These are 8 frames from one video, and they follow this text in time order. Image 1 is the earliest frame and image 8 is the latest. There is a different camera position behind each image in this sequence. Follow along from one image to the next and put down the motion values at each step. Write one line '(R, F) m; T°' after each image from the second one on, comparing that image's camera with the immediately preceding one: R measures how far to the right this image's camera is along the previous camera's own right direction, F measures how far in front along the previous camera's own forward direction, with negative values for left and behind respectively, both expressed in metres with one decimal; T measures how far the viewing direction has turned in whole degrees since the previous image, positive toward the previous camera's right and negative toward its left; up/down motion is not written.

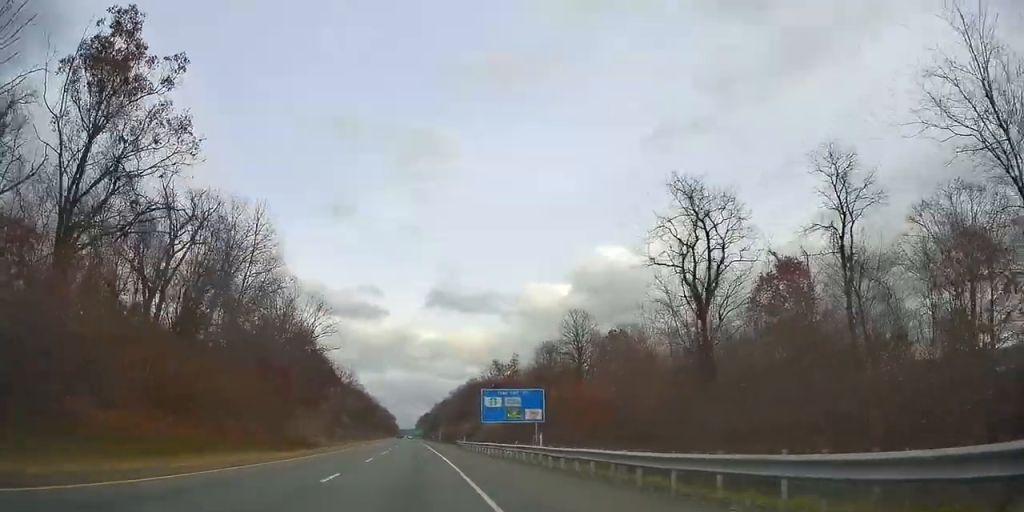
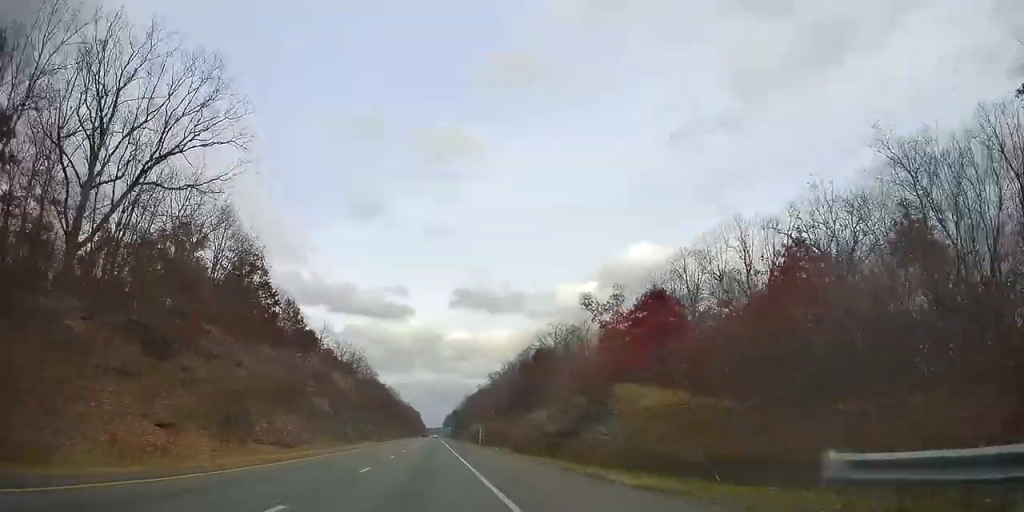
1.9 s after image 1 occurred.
(-0.6, +57.5) m; -2°
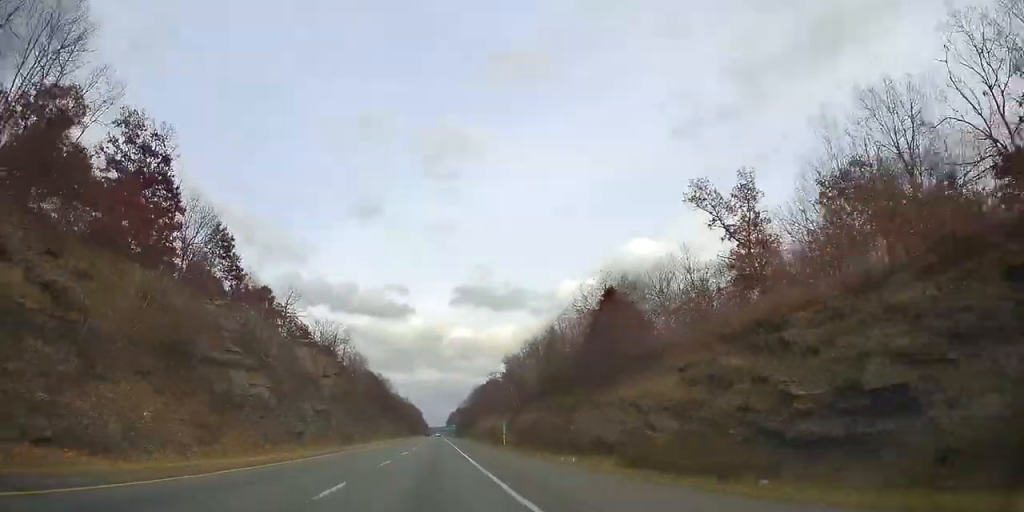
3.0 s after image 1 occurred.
(-0.4, +32.2) m; -2°
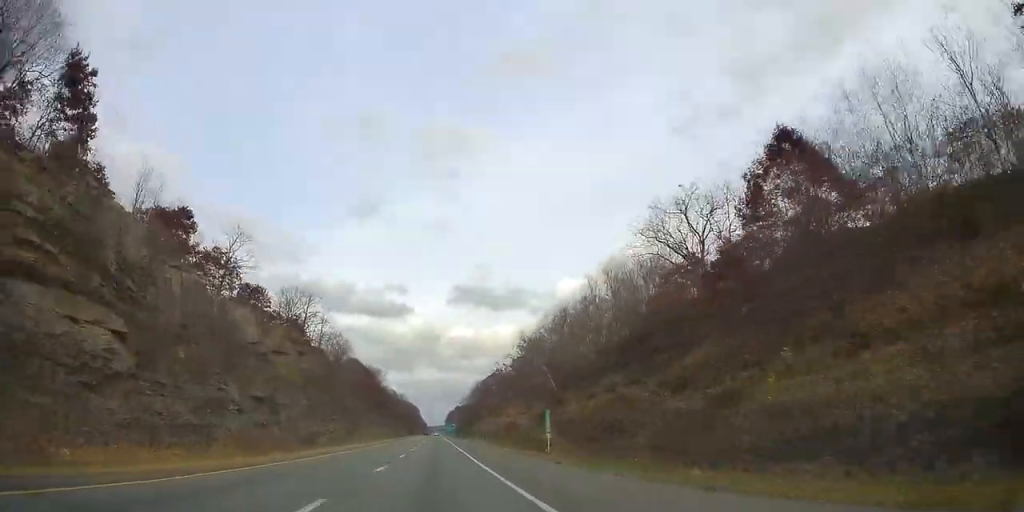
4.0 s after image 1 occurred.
(-0.4, +28.1) m; -1°
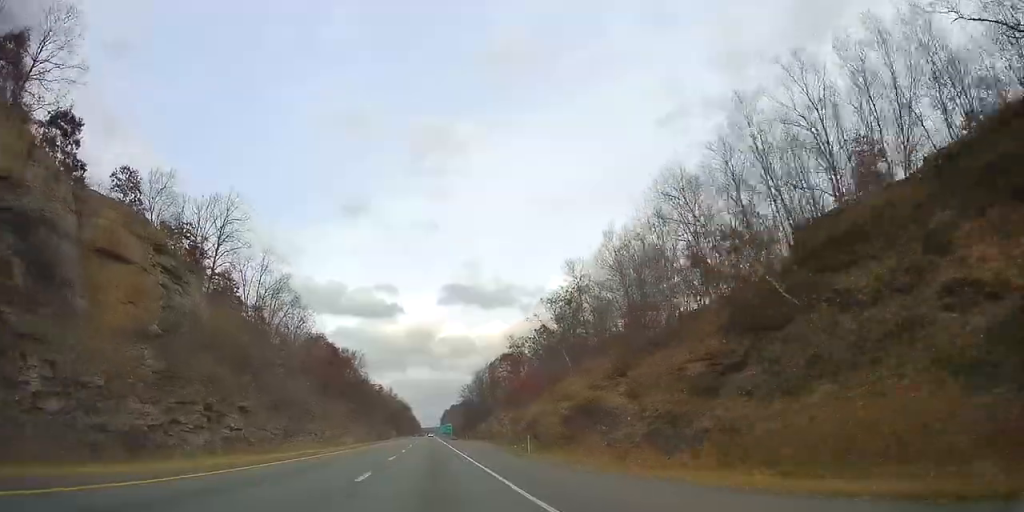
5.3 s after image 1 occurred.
(-0.3, +41.2) m; 0°
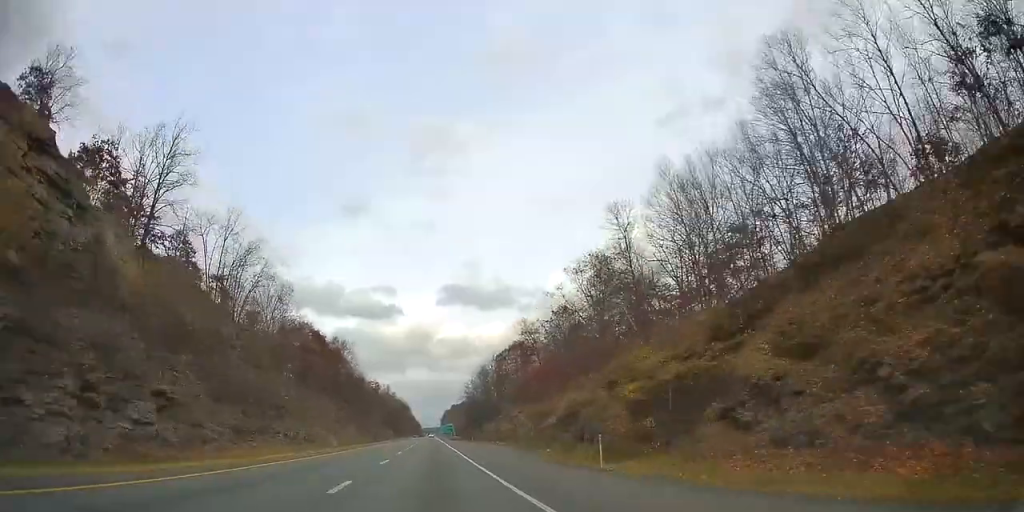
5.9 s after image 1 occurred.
(+0.2, +16.0) m; 0°
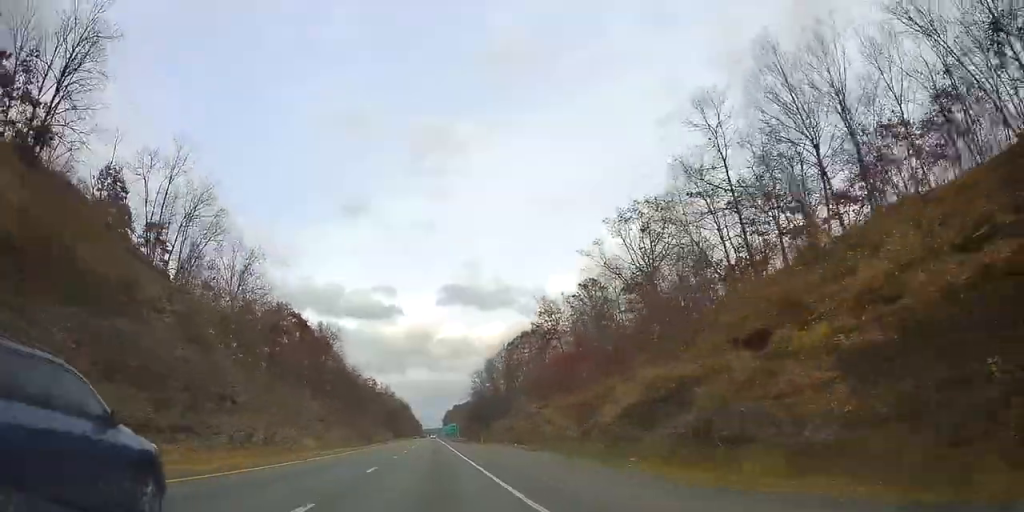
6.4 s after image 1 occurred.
(0.0, +17.0) m; 0°
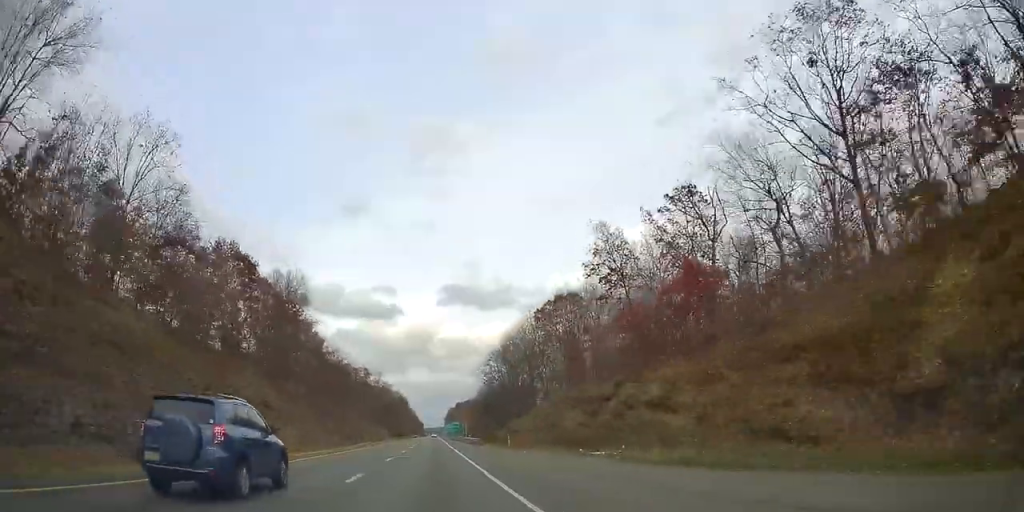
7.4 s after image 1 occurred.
(-0.1, +29.5) m; 0°
